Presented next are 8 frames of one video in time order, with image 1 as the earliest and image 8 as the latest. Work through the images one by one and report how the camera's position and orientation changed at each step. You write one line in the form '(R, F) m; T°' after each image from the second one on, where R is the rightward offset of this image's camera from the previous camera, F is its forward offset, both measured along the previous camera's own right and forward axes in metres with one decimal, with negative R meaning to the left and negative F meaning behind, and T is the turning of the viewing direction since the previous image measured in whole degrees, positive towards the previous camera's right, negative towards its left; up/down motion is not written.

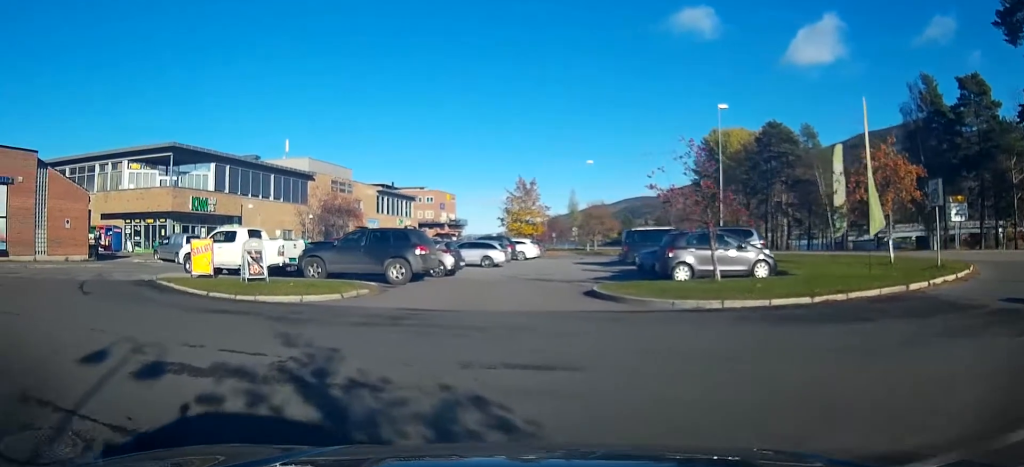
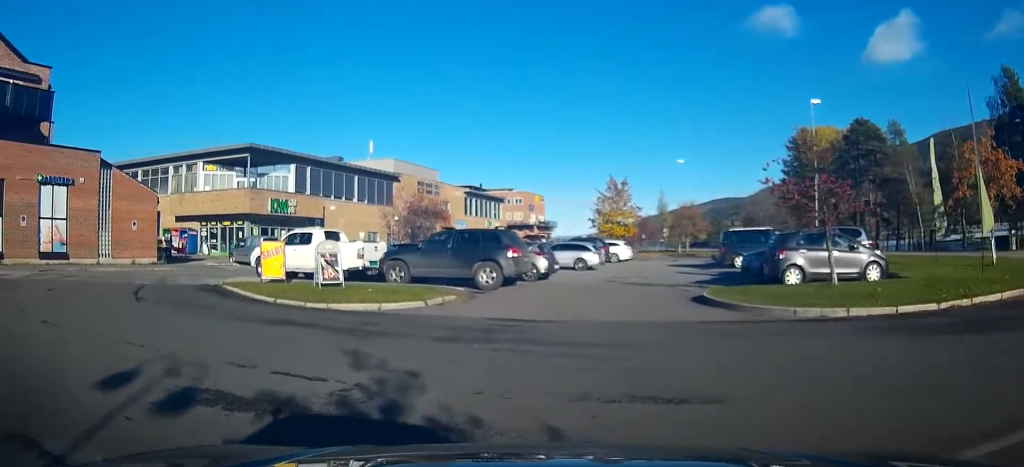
(-0.1, +1.5) m; -13°
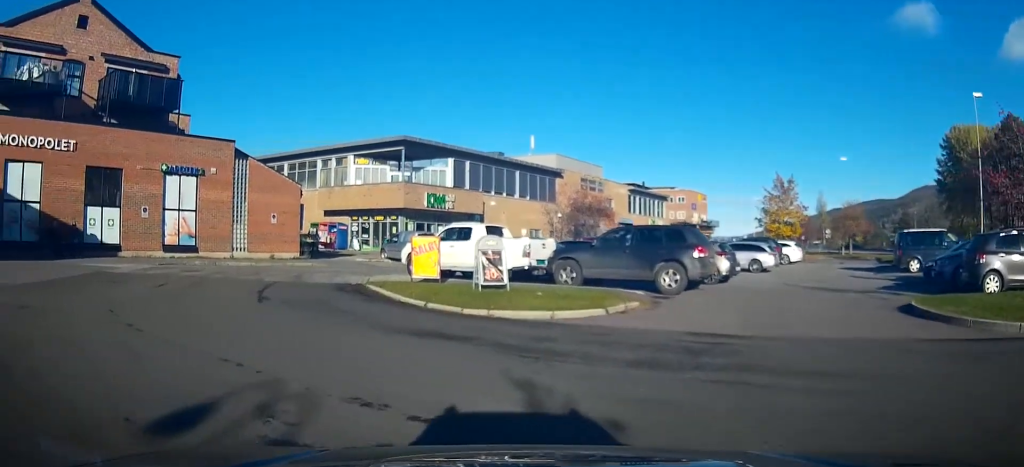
(-0.4, +2.1) m; -15°
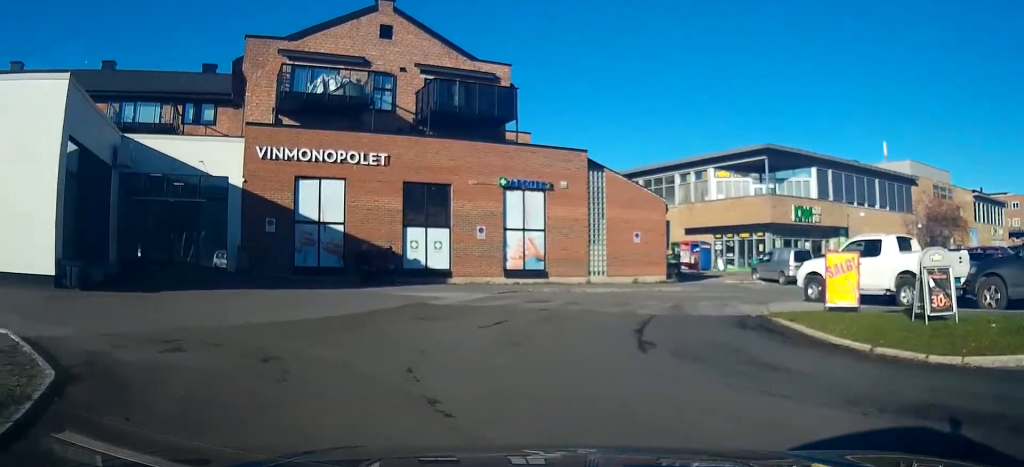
(-0.7, +4.0) m; -17°
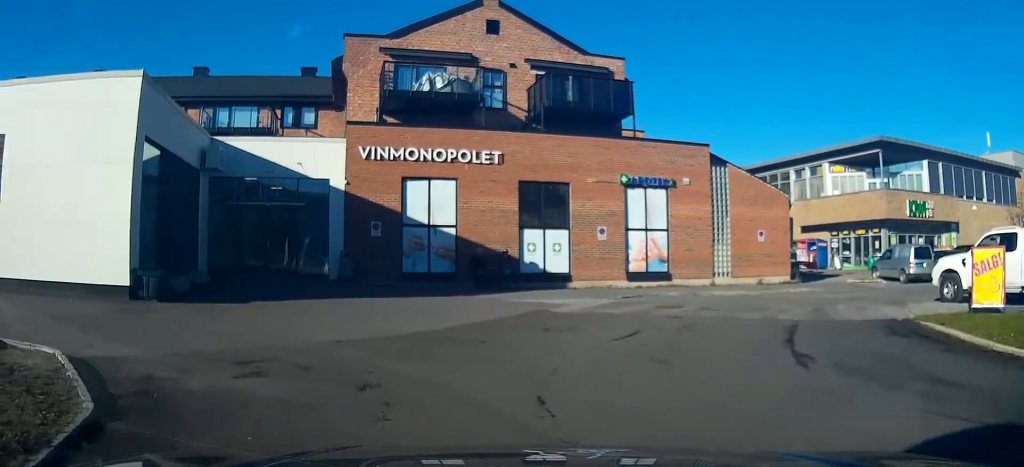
(-0.1, +1.9) m; -2°
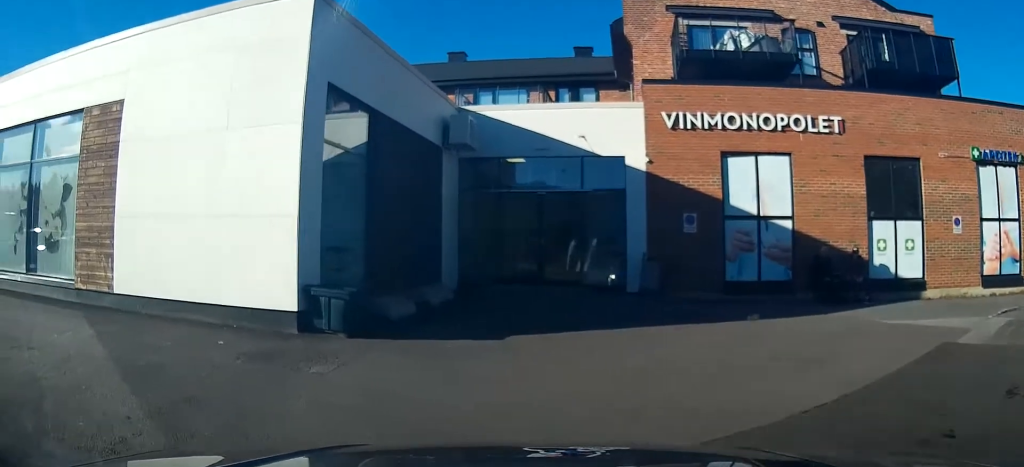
(-0.8, +8.3) m; -18°
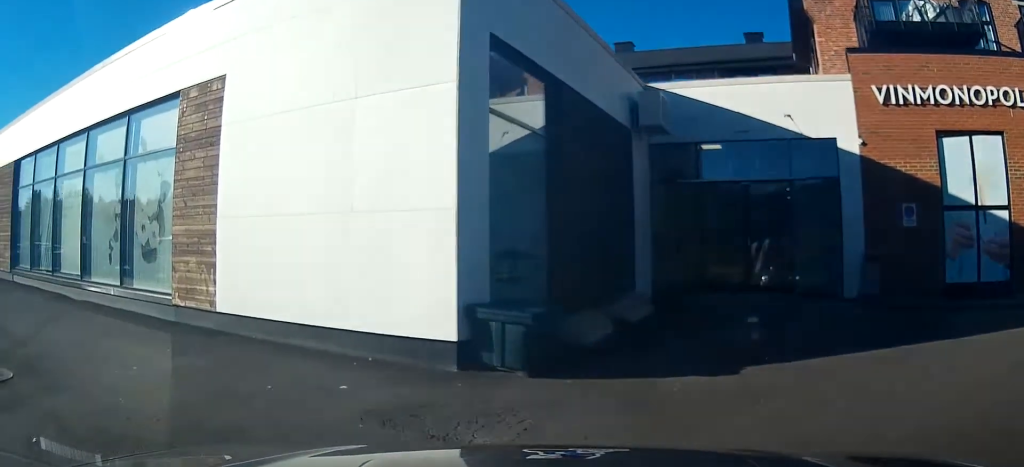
(-0.3, +3.1) m; -12°
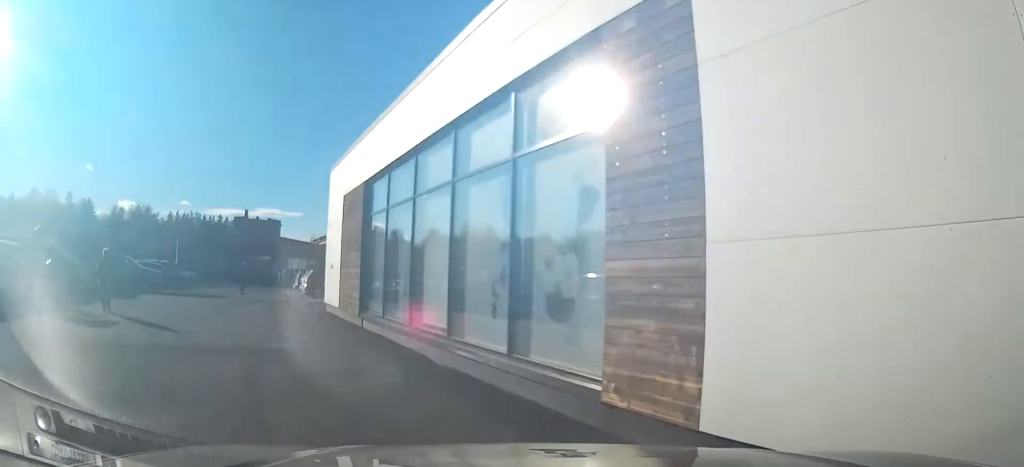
(-1.0, +5.3) m; -27°
